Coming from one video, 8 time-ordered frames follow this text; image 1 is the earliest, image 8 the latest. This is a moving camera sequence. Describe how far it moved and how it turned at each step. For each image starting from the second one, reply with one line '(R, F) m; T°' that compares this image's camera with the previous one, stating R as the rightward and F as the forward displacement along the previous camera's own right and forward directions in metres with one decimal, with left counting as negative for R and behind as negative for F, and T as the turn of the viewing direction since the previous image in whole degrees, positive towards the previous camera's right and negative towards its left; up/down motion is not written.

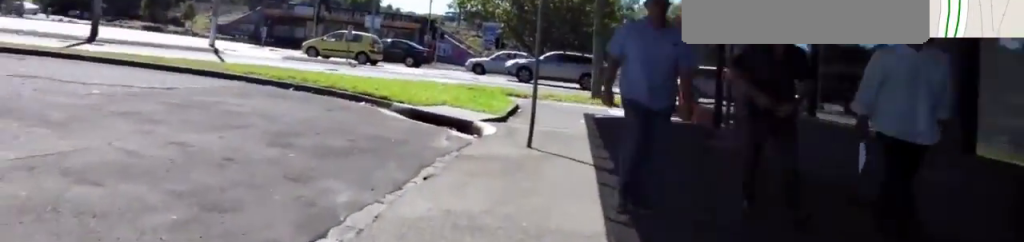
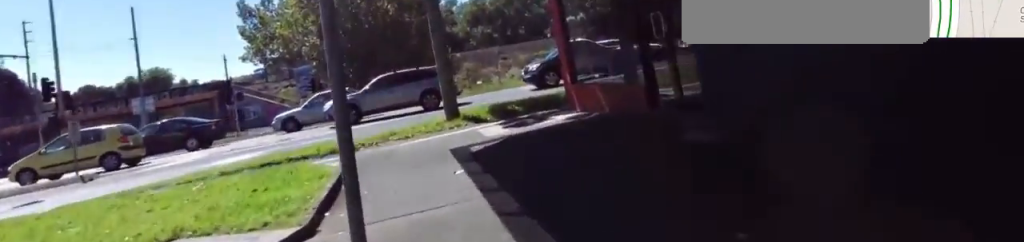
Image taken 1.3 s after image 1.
(+1.4, +5.6) m; +12°
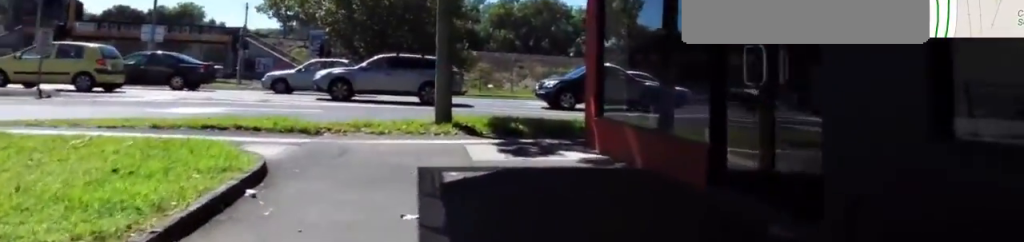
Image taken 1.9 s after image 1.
(-0.2, +2.6) m; -4°
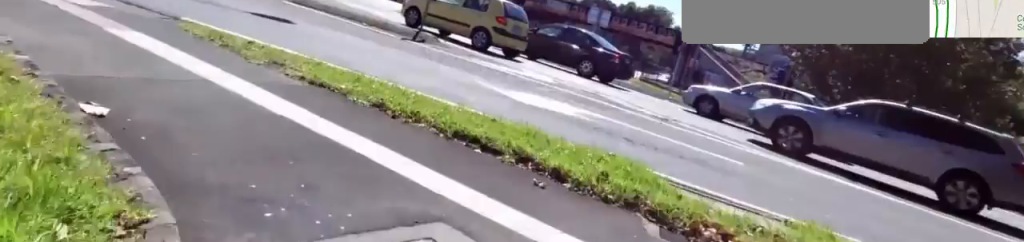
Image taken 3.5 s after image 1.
(-0.6, +6.0) m; -46°
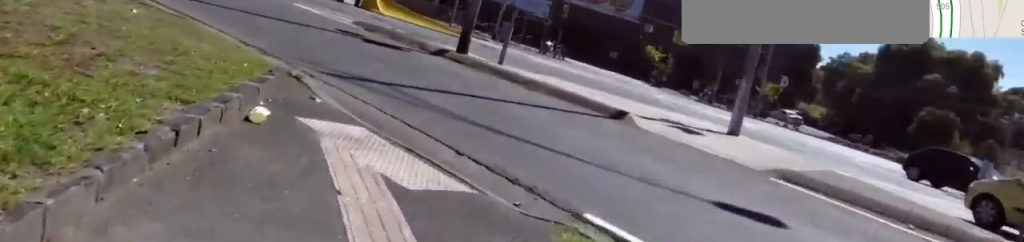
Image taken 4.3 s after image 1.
(-1.9, +0.5) m; -45°
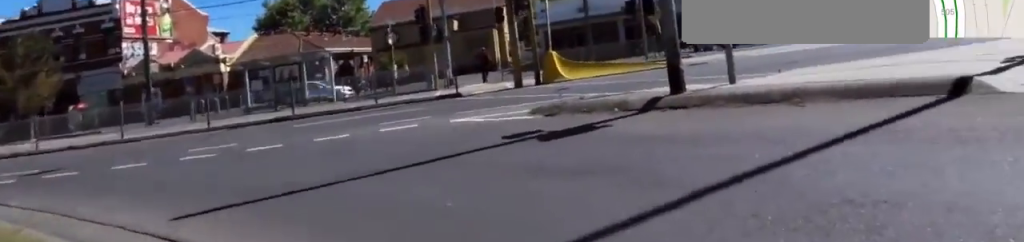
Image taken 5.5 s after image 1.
(+0.3, +3.9) m; +8°
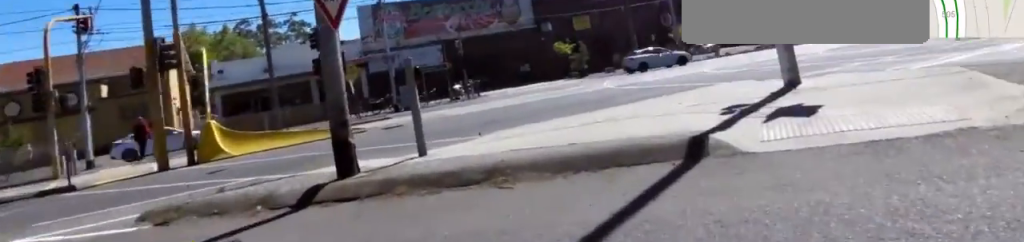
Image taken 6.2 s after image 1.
(0.0, +2.2) m; +8°
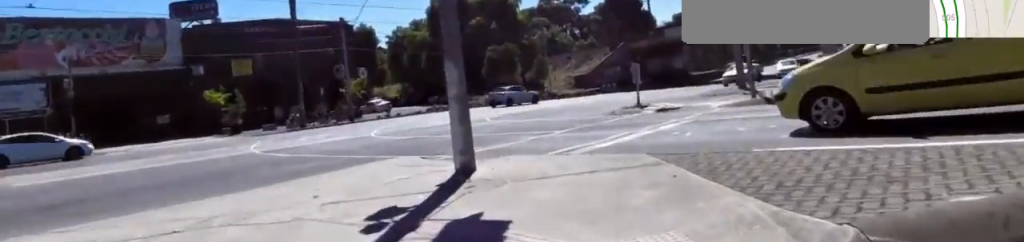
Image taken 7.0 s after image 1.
(+0.3, +2.4) m; +15°
